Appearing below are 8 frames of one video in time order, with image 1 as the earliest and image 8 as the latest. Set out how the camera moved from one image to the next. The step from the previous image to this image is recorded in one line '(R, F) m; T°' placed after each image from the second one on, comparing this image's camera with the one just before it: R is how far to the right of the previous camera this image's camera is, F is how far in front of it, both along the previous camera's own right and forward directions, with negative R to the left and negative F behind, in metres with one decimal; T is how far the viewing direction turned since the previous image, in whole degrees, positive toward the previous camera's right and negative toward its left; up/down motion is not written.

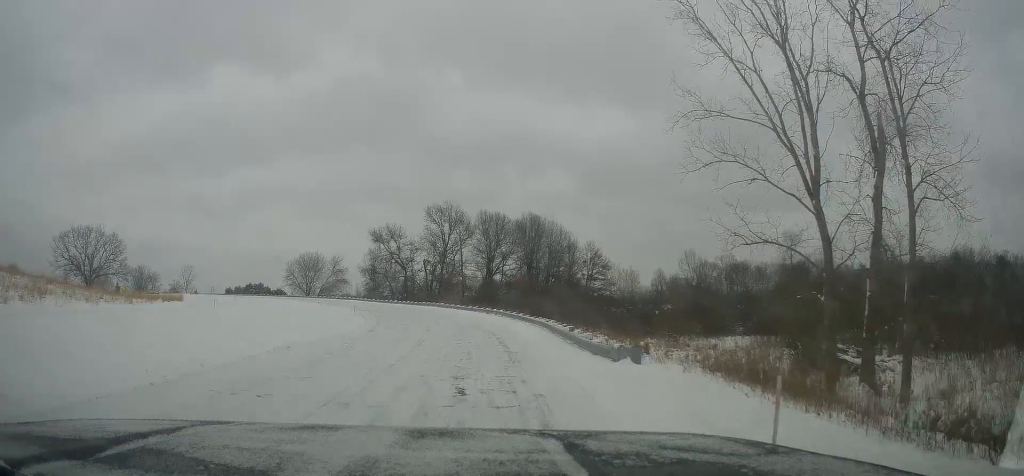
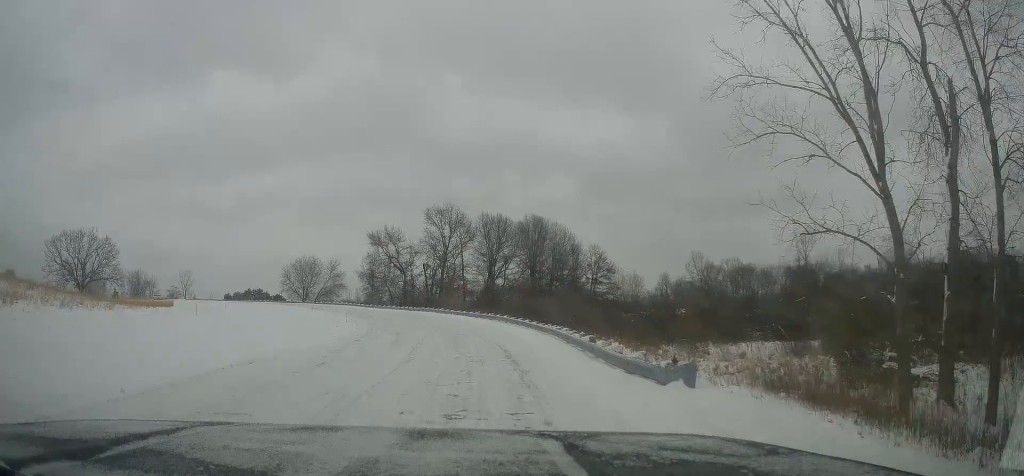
(0.0, +3.4) m; 0°
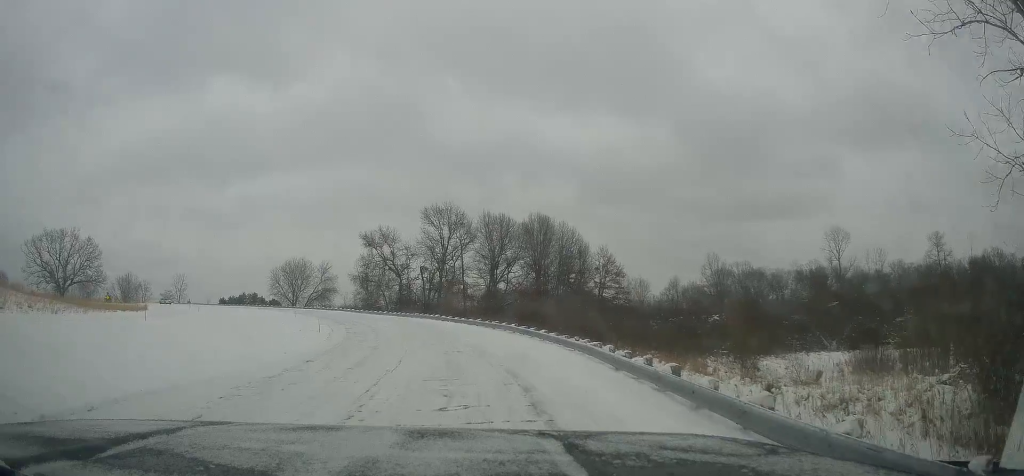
(-0.1, +7.5) m; -3°
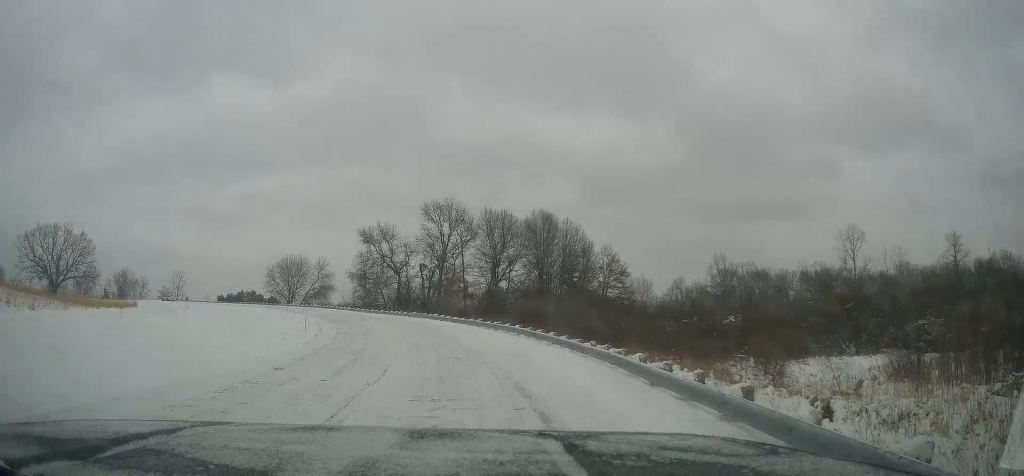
(-0.1, +2.9) m; -2°
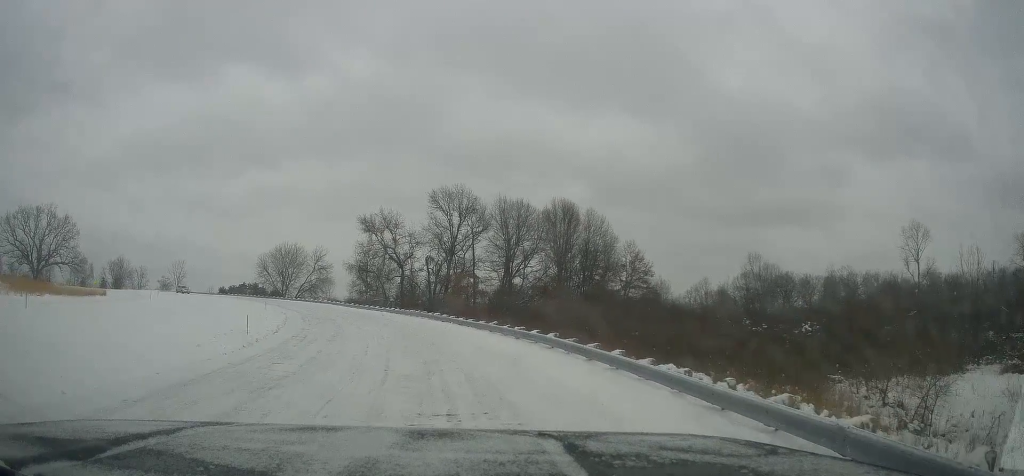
(0.0, +9.9) m; +2°
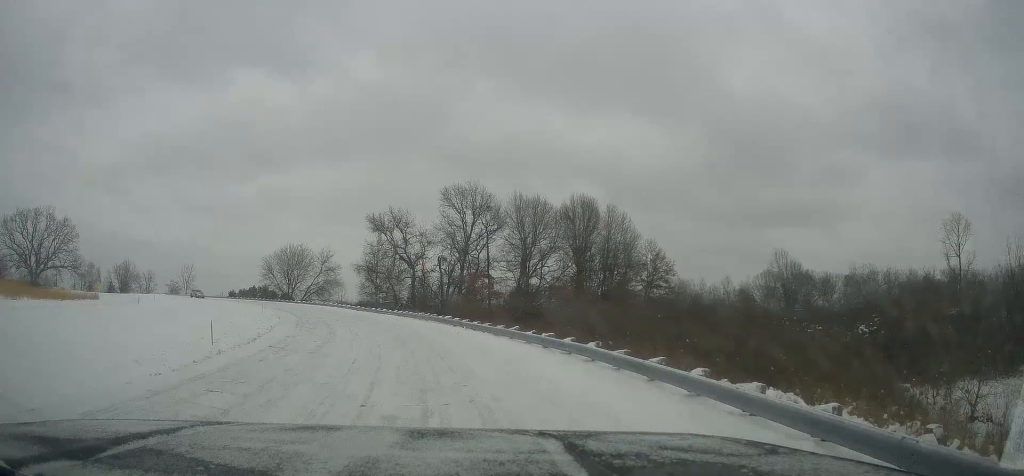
(+0.3, +4.7) m; 0°
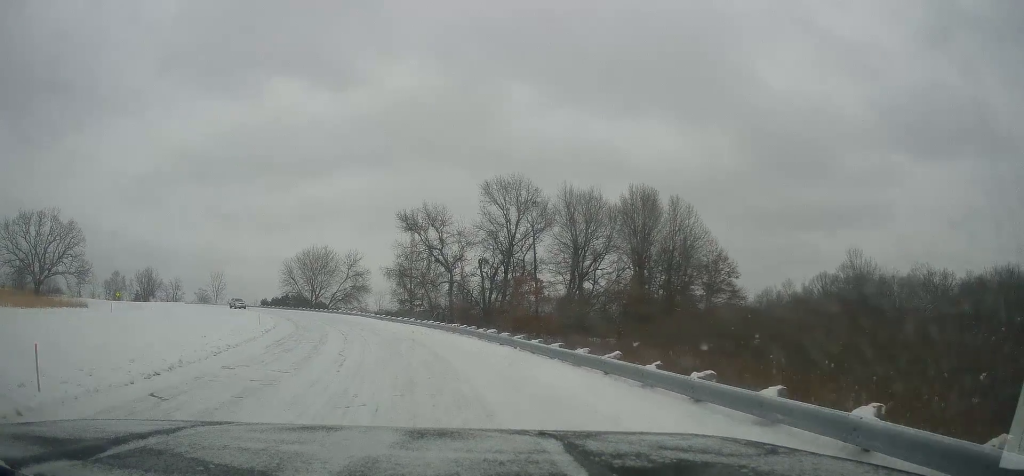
(-0.7, +10.2) m; -5°
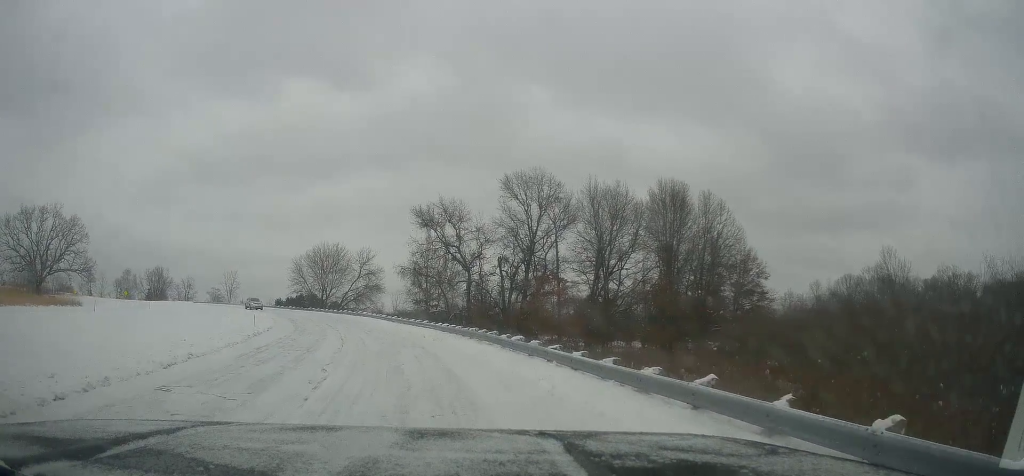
(0.0, +4.2) m; -1°
